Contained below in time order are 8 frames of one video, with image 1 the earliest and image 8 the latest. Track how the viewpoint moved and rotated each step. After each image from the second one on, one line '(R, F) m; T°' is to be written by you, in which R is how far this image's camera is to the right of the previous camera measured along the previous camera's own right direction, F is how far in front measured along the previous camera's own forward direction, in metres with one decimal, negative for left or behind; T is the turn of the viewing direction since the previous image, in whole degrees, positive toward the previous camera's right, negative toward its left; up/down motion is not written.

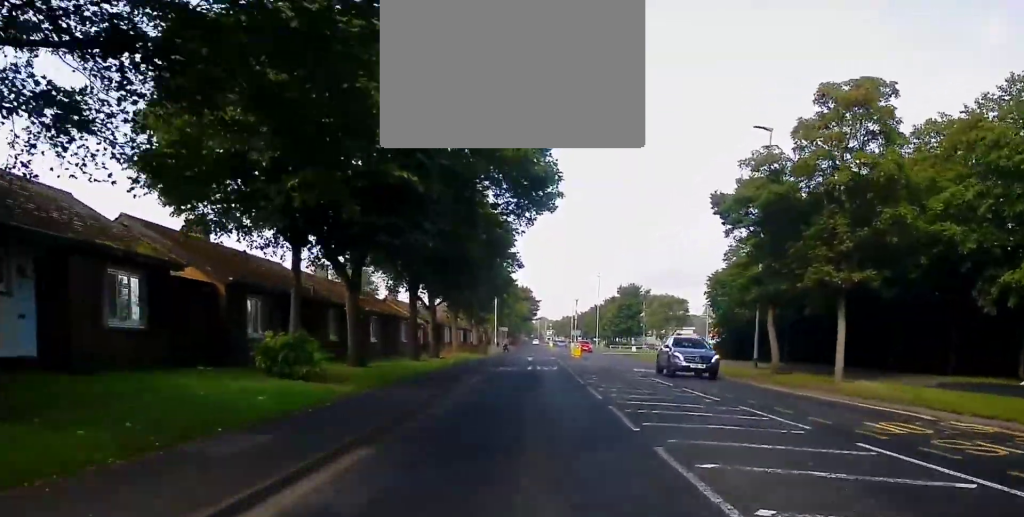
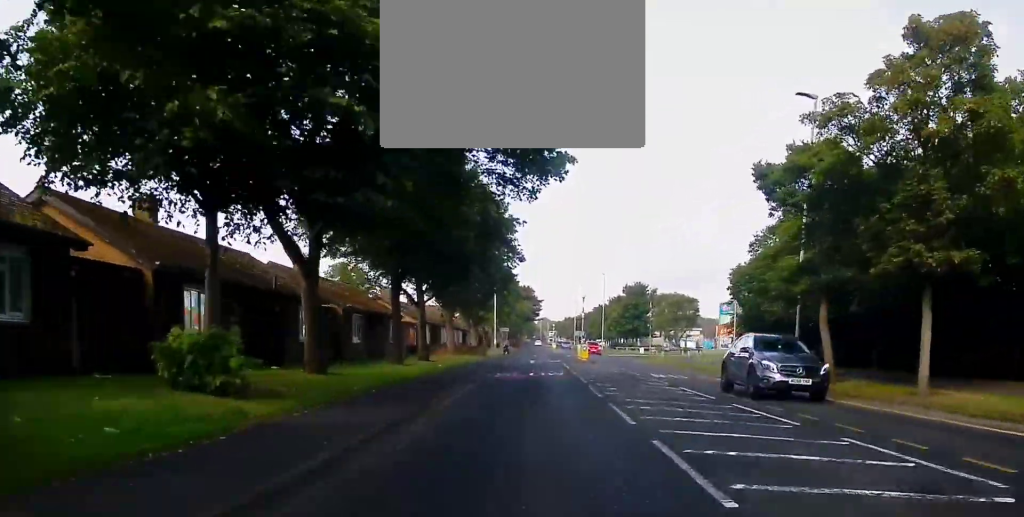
(0.0, +5.1) m; 0°
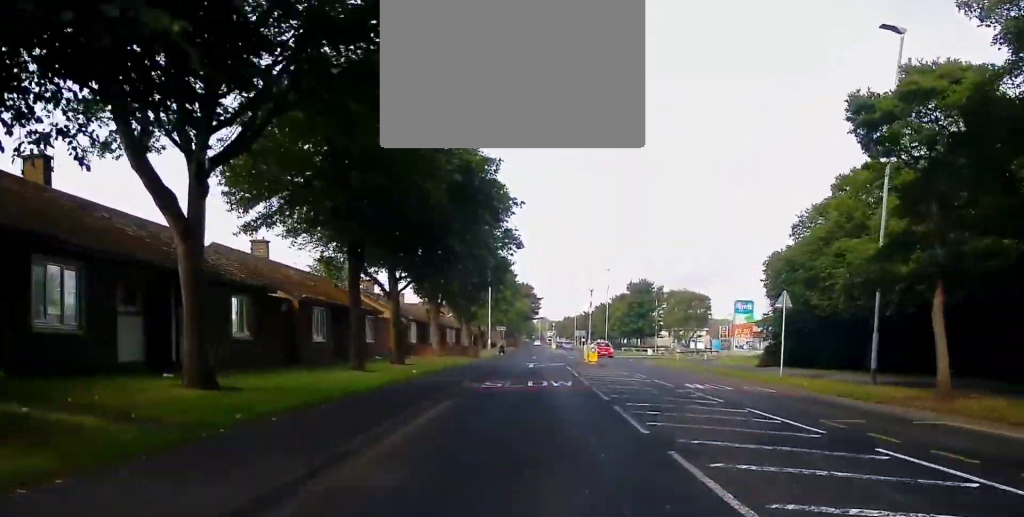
(-0.1, +7.0) m; +1°
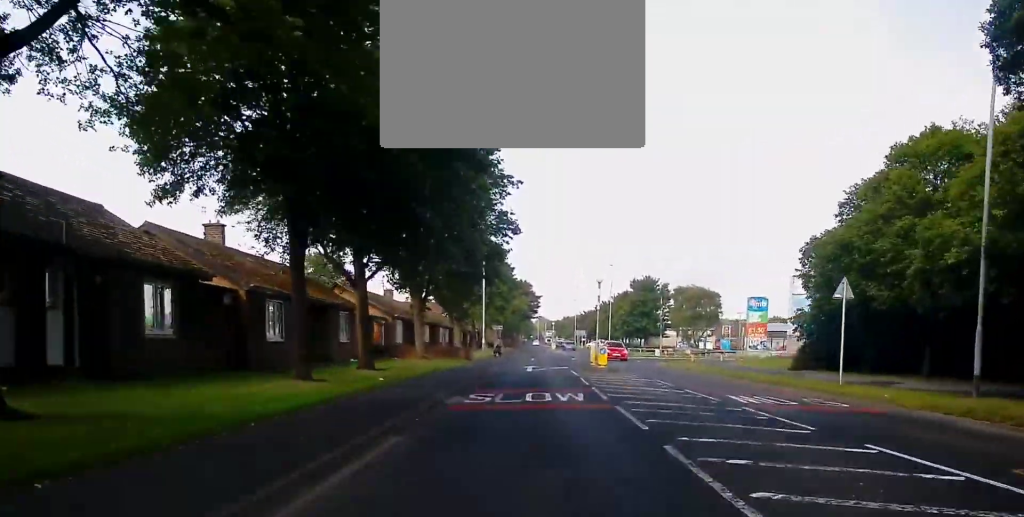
(+0.1, +5.6) m; 0°
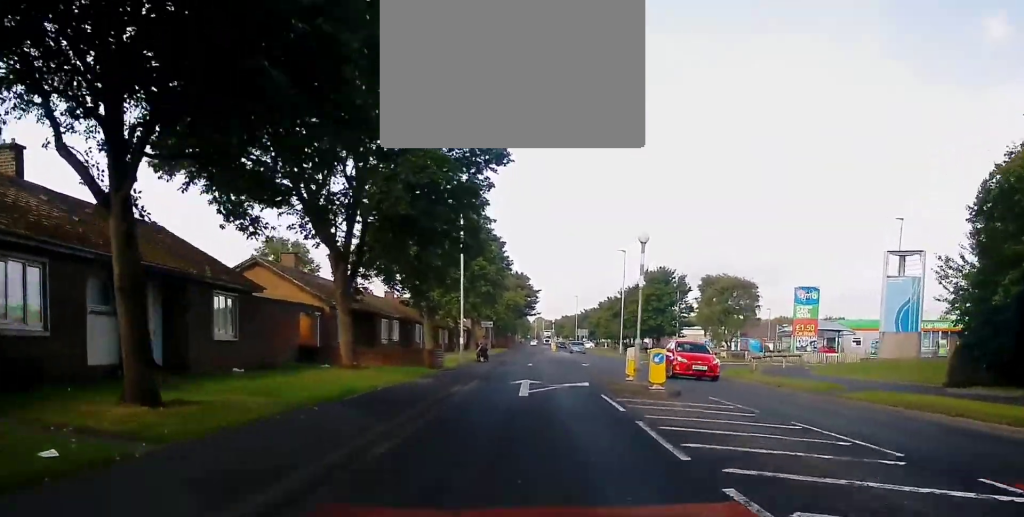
(+0.1, +14.6) m; -1°
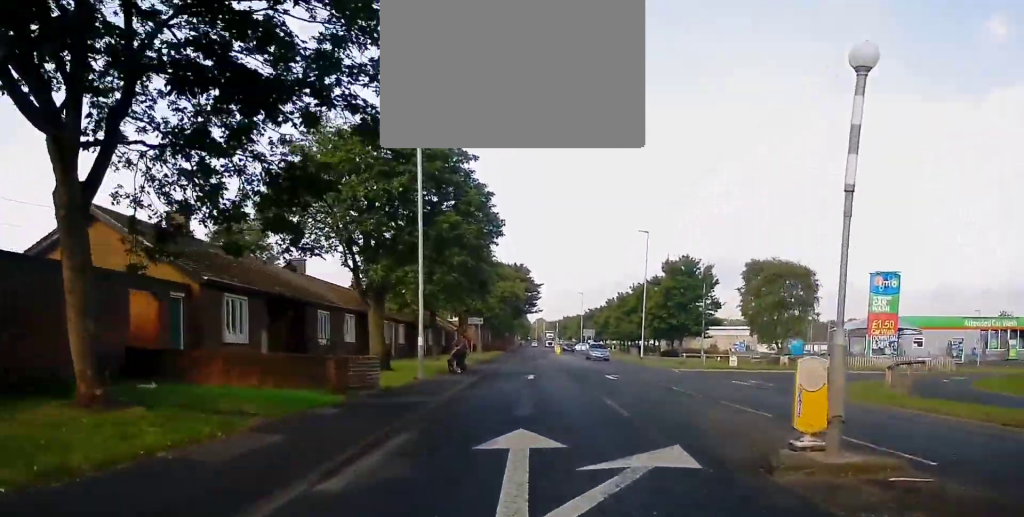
(-0.1, +14.0) m; 0°
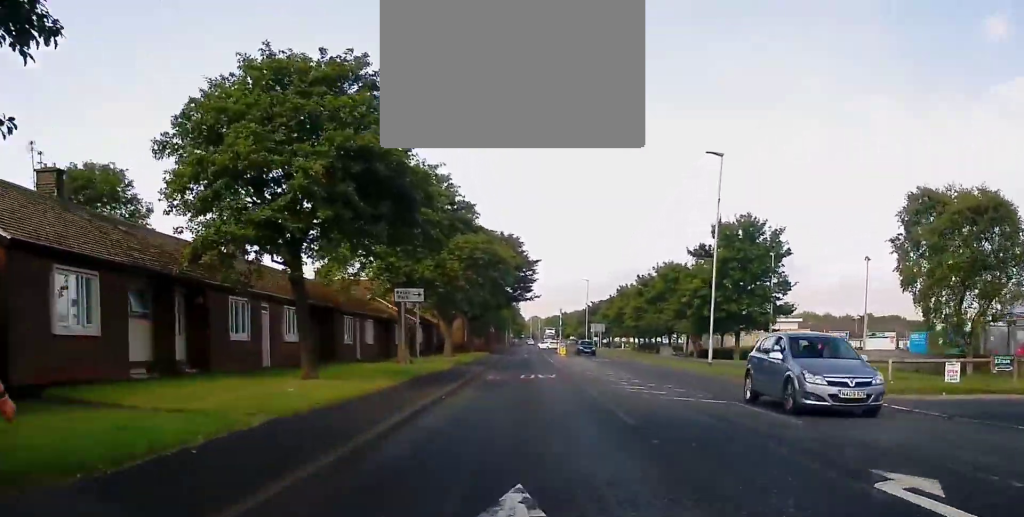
(-0.1, +25.4) m; -1°
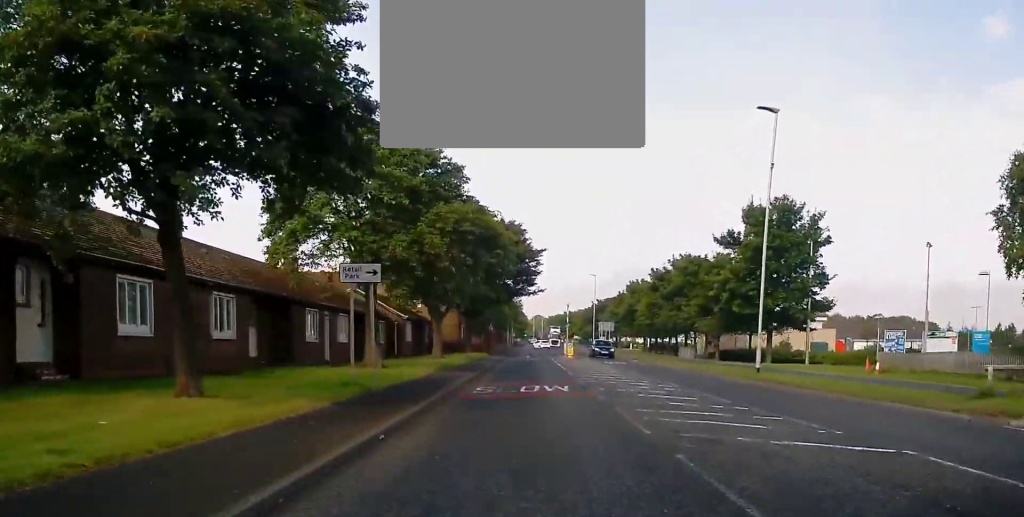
(0.0, +7.6) m; 0°
